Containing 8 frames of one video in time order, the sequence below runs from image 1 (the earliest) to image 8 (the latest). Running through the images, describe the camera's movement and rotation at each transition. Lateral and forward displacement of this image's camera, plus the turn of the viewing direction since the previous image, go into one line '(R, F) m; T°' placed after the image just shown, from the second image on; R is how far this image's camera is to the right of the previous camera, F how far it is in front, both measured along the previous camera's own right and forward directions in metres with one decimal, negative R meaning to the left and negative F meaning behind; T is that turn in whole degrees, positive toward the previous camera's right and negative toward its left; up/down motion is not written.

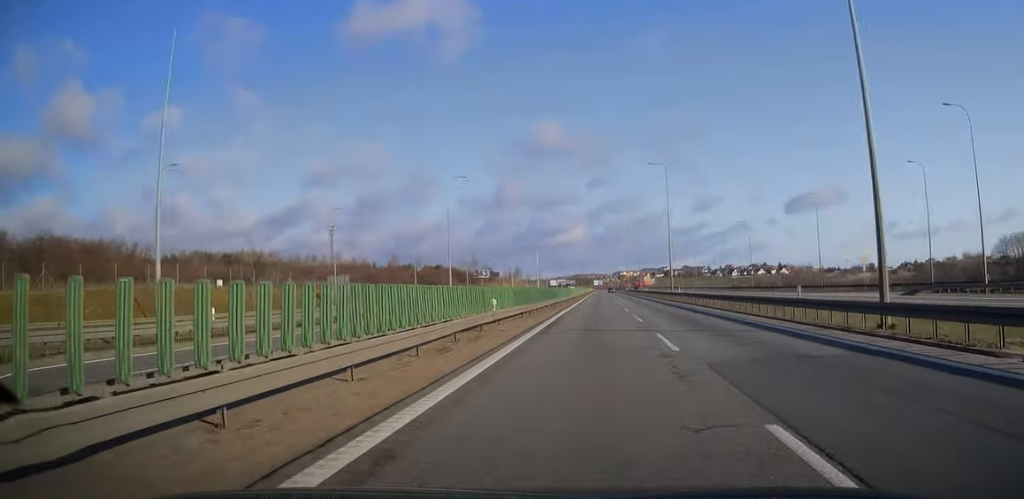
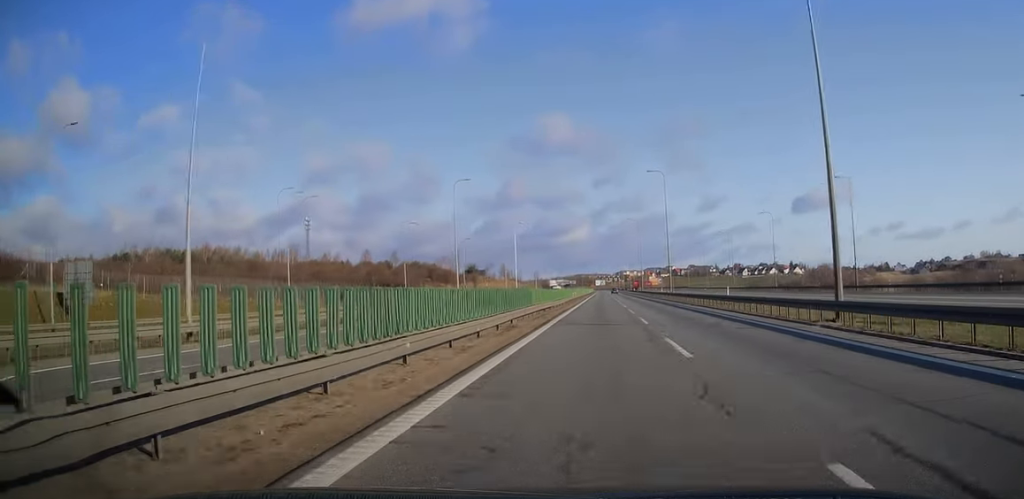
(-0.1, +49.3) m; 0°
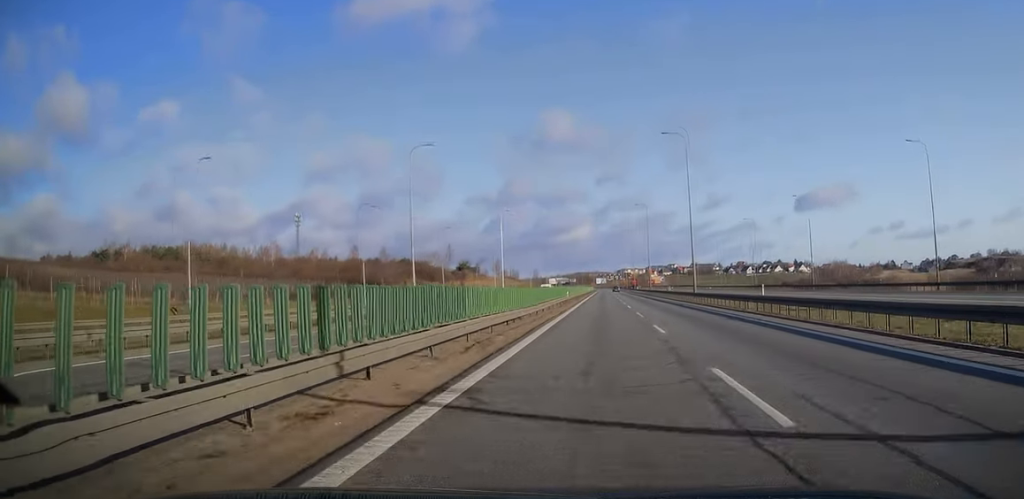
(+0.1, +18.4) m; 0°
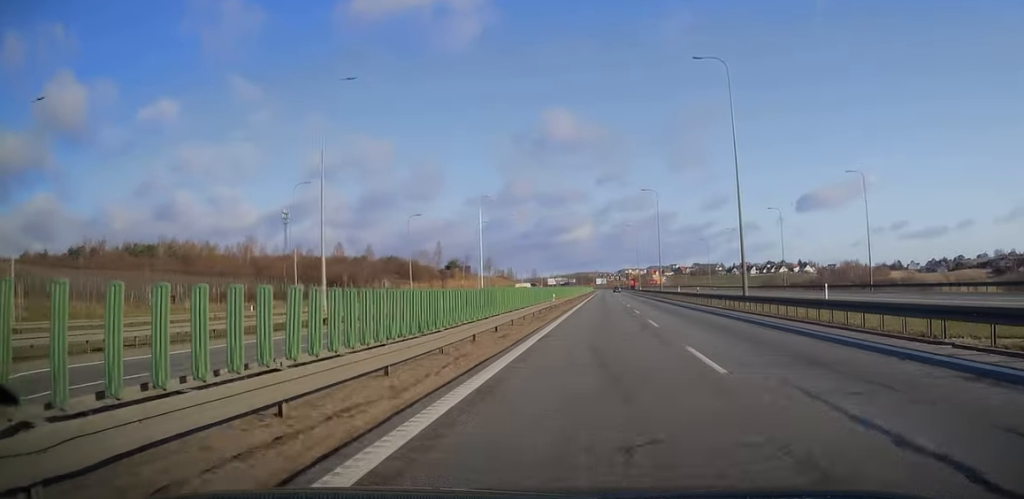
(0.0, +19.4) m; 0°
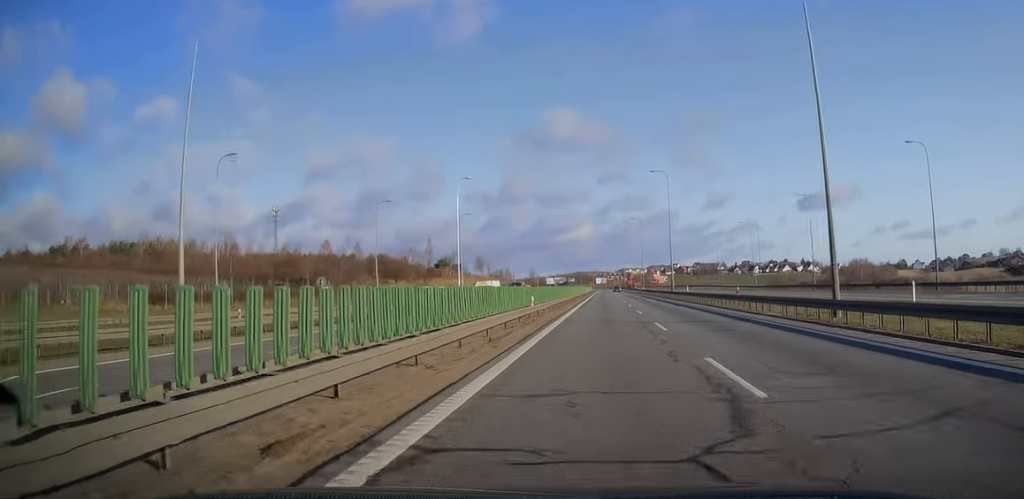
(0.0, +14.5) m; 0°
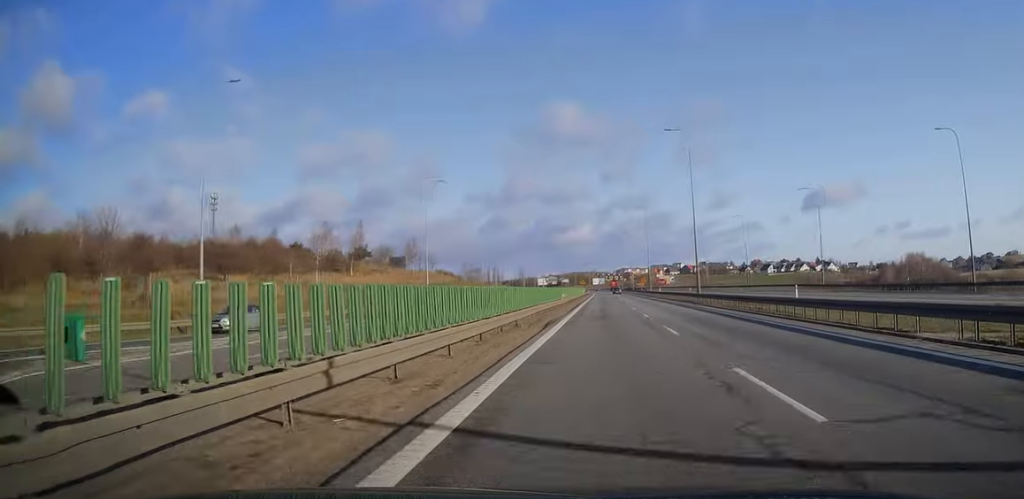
(+0.4, +73.9) m; 0°
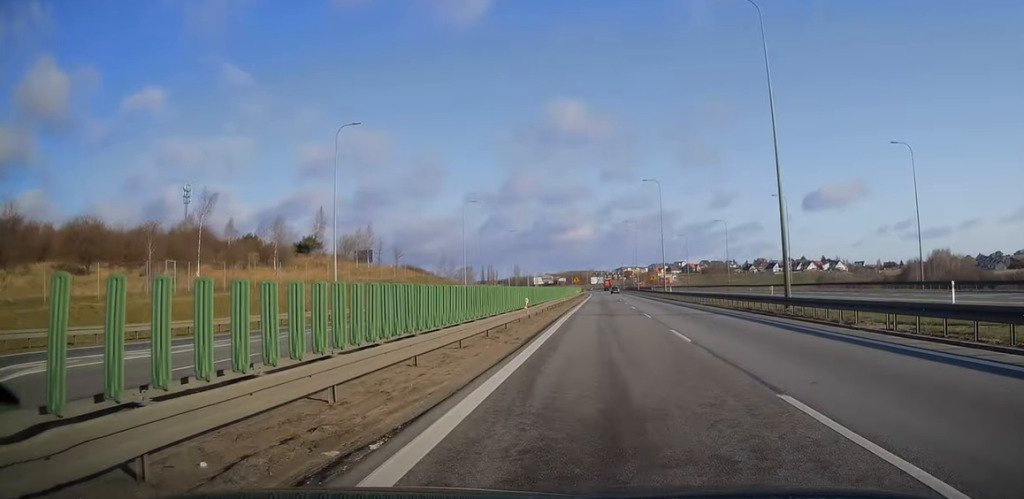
(0.0, +26.7) m; 0°
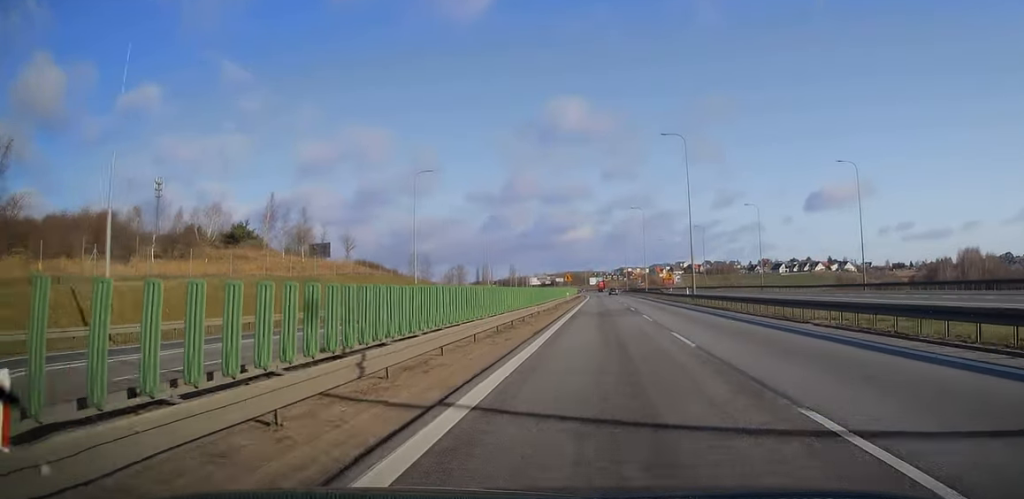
(0.0, +25.7) m; 0°
